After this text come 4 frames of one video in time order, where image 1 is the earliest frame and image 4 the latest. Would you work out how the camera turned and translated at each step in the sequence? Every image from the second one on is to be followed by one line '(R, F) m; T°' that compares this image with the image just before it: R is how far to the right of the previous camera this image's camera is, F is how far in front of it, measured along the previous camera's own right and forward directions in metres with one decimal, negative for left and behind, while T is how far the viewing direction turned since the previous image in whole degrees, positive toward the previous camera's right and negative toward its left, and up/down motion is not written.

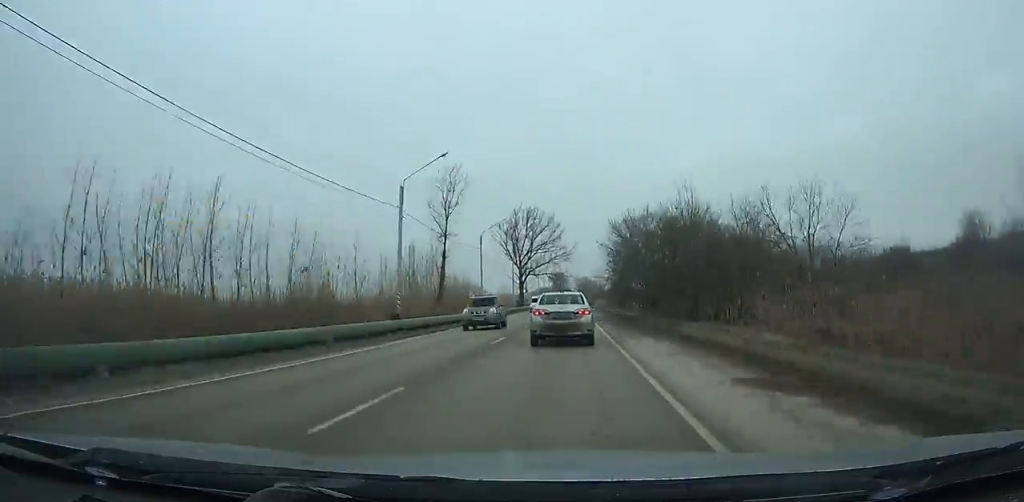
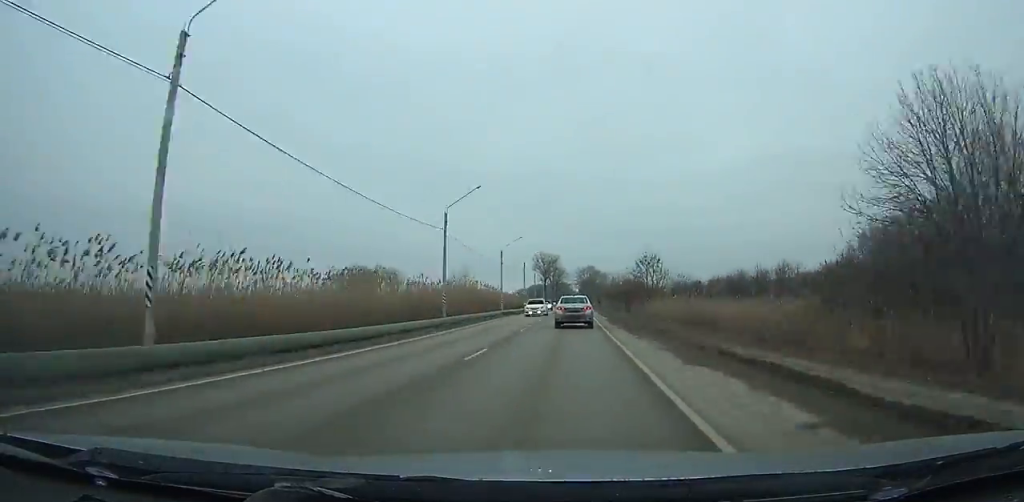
(0.0, +159.7) m; 0°
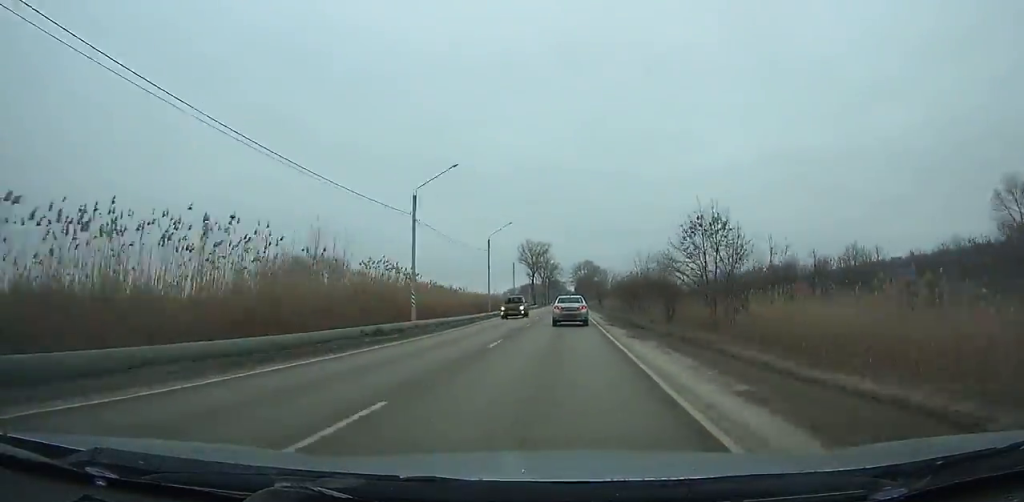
(+0.1, +43.8) m; 0°
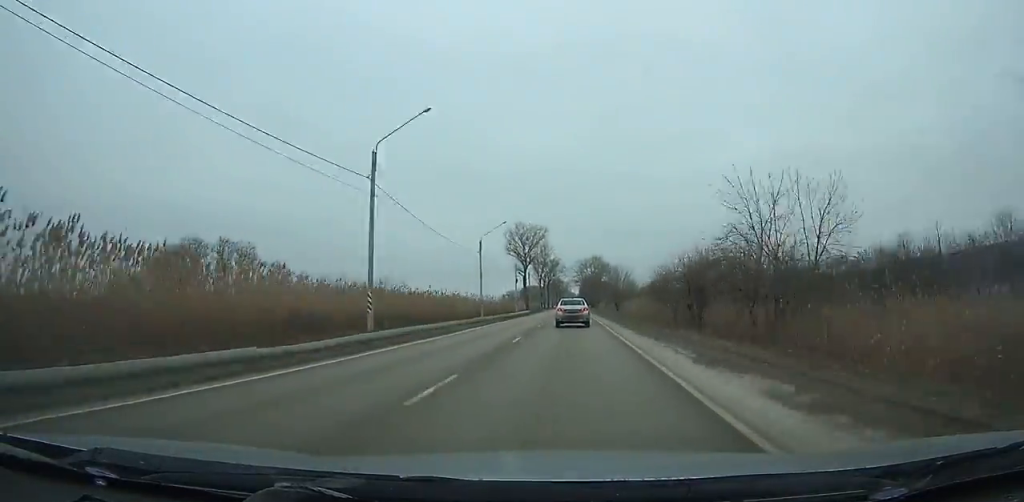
(-0.1, +44.7) m; 0°
